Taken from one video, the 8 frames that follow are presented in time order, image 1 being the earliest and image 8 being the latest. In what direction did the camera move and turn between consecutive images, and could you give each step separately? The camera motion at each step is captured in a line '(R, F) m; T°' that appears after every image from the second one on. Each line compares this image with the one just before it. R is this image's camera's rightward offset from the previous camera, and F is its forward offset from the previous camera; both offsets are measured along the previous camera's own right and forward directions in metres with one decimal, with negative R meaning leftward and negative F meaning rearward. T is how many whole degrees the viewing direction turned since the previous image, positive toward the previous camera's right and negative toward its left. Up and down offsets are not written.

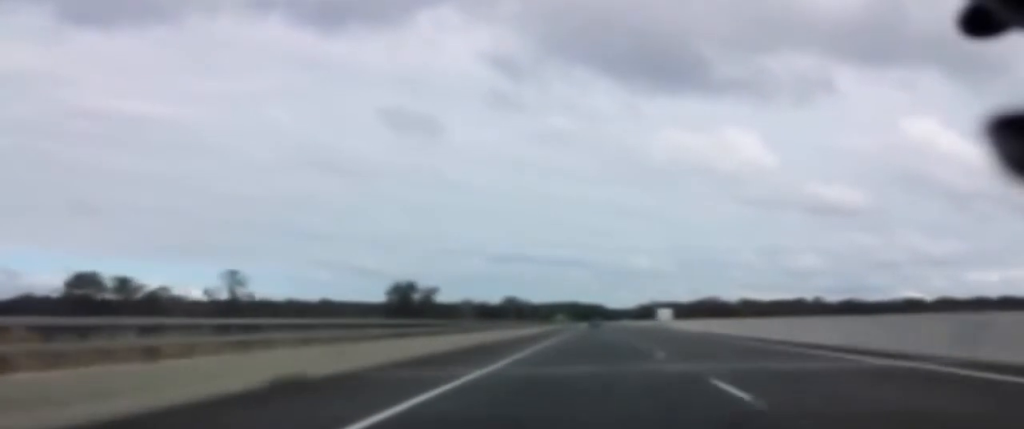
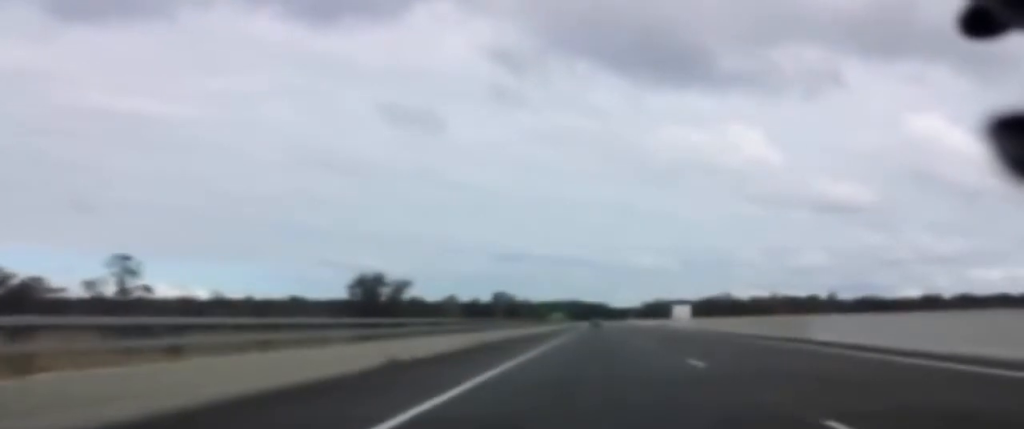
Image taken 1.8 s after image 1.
(-0.2, +53.6) m; 0°
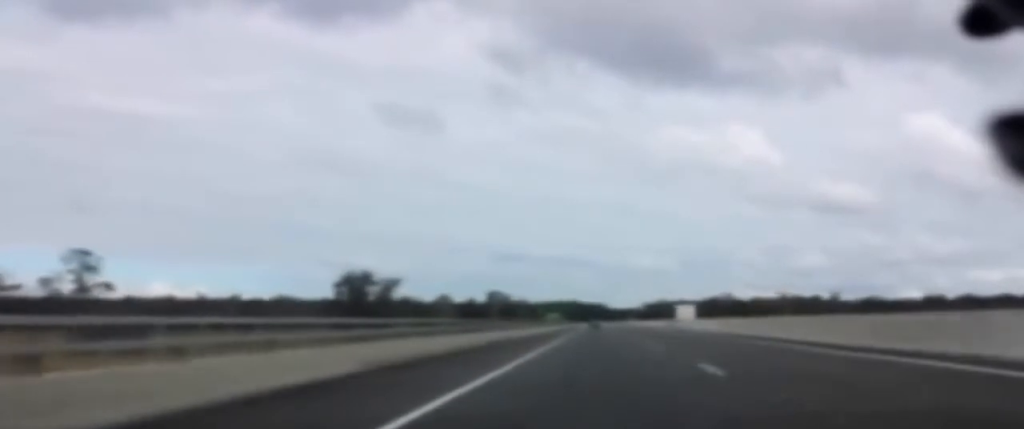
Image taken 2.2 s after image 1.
(0.0, +14.2) m; 0°
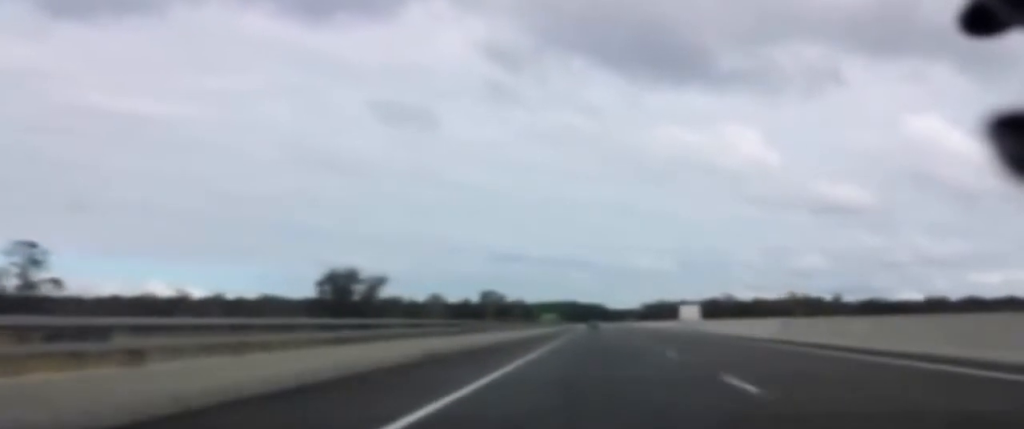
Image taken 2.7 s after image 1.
(0.0, +15.2) m; 0°
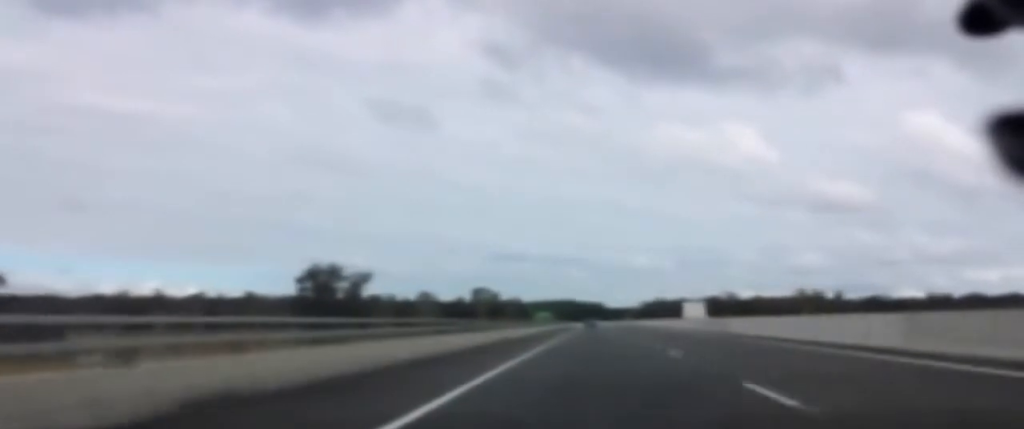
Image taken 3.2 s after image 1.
(0.0, +14.2) m; 0°
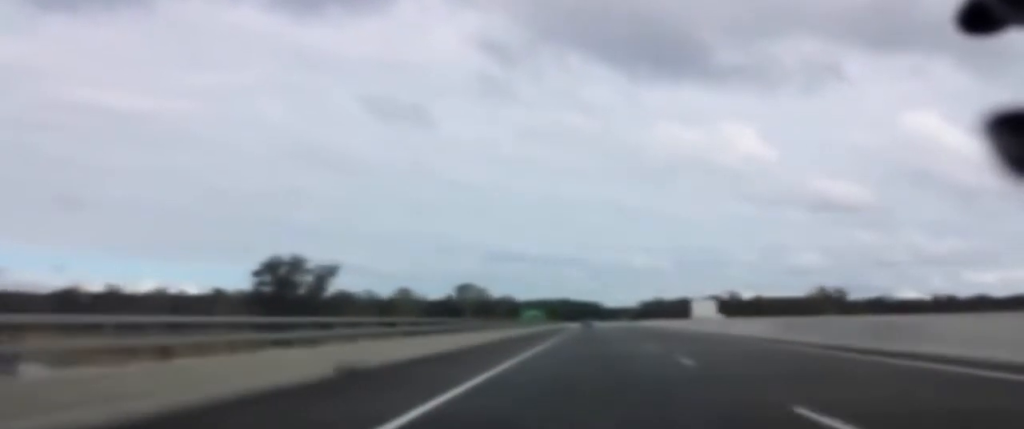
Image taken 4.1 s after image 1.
(-0.2, +27.4) m; 0°
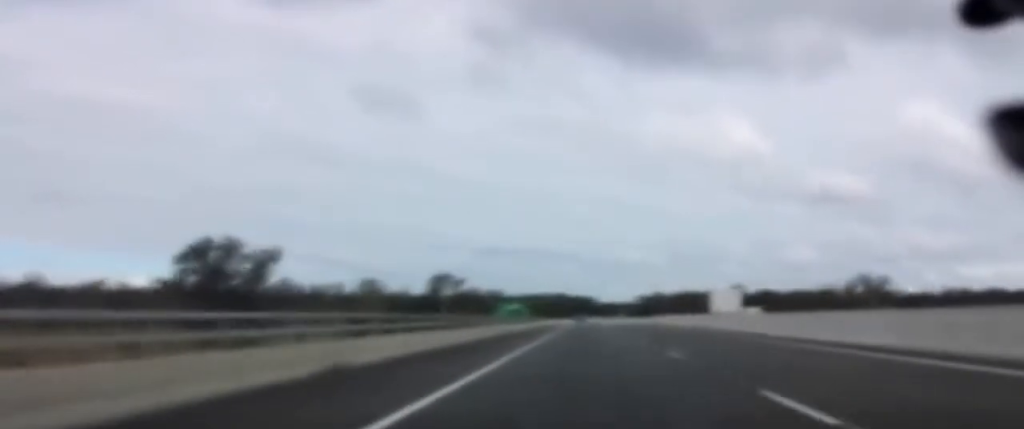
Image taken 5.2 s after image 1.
(+0.1, +34.5) m; 0°
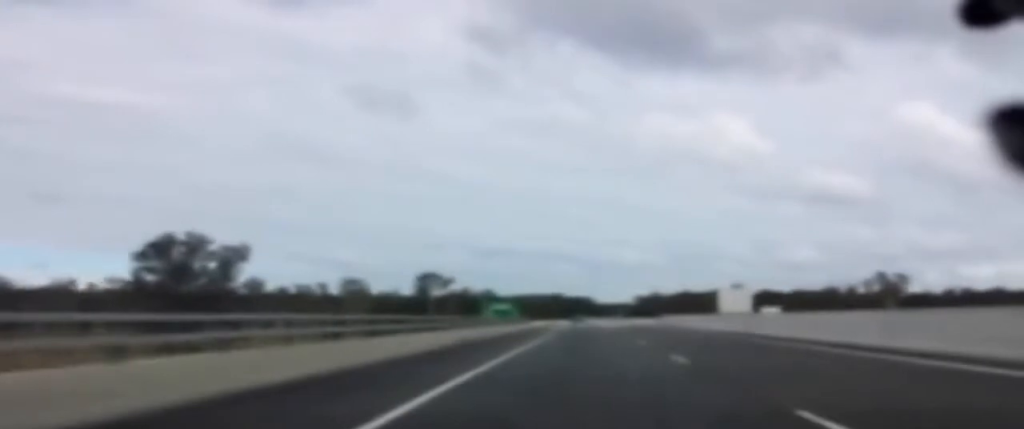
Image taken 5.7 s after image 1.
(0.0, +14.2) m; 0°
